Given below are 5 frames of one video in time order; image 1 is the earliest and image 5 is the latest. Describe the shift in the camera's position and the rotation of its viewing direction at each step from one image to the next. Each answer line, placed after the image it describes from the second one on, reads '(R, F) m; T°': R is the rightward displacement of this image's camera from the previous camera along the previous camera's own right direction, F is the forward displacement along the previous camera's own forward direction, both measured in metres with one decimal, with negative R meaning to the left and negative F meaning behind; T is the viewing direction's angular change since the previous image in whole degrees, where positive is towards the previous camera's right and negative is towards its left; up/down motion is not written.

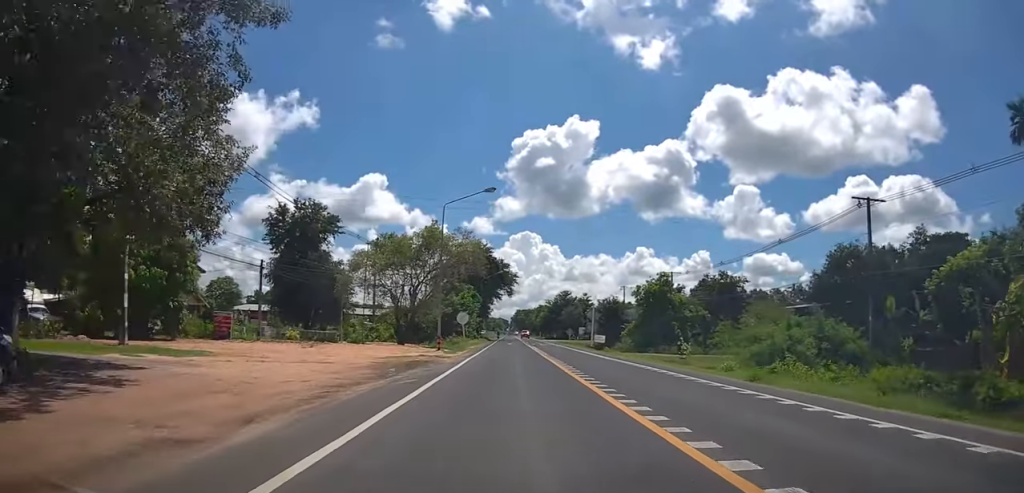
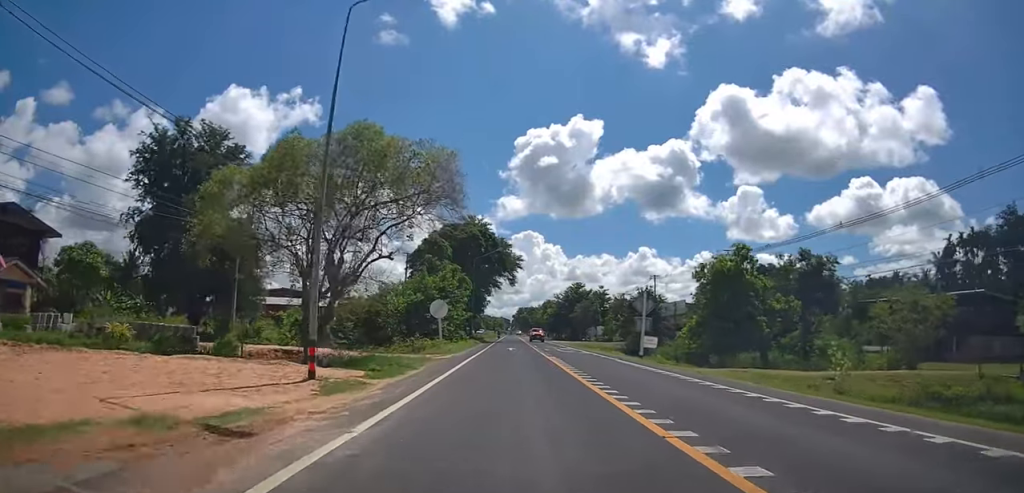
(-0.6, +21.1) m; -2°
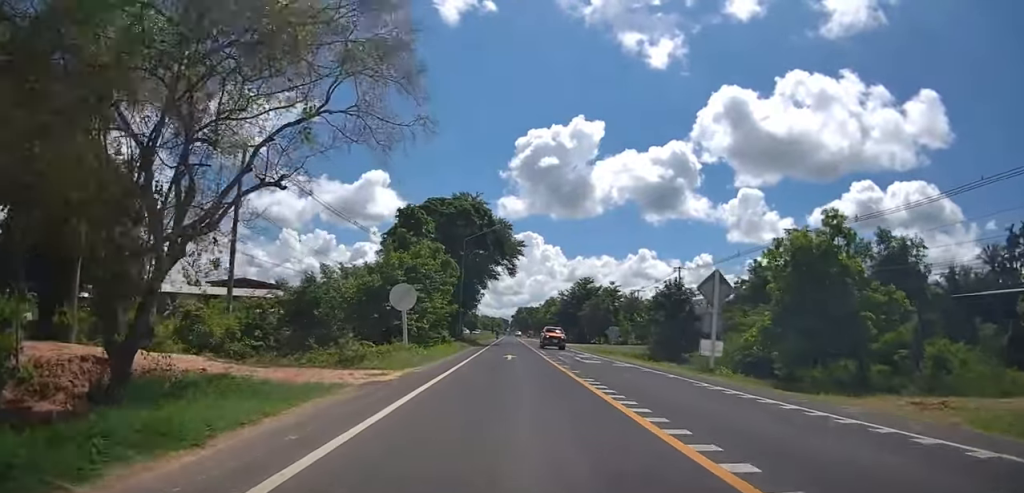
(-0.2, +12.7) m; +1°
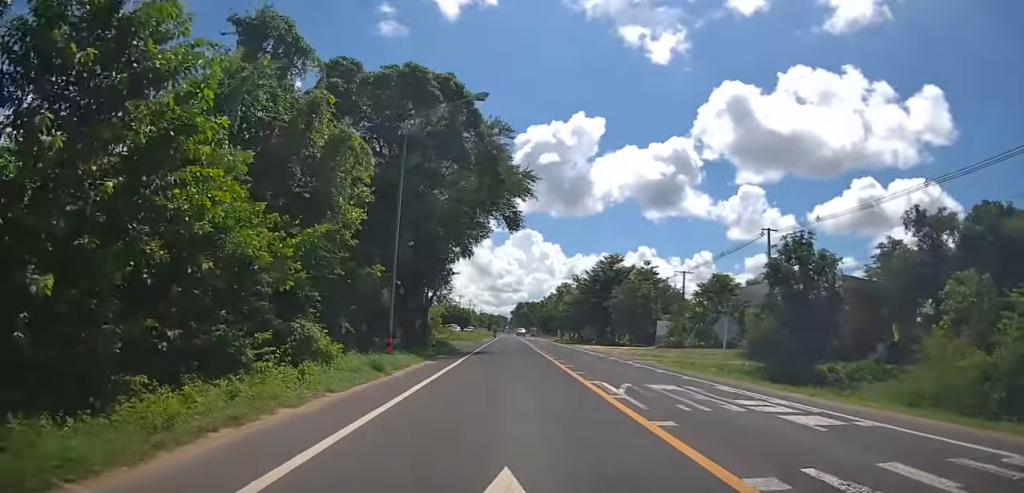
(+1.0, +25.8) m; 0°
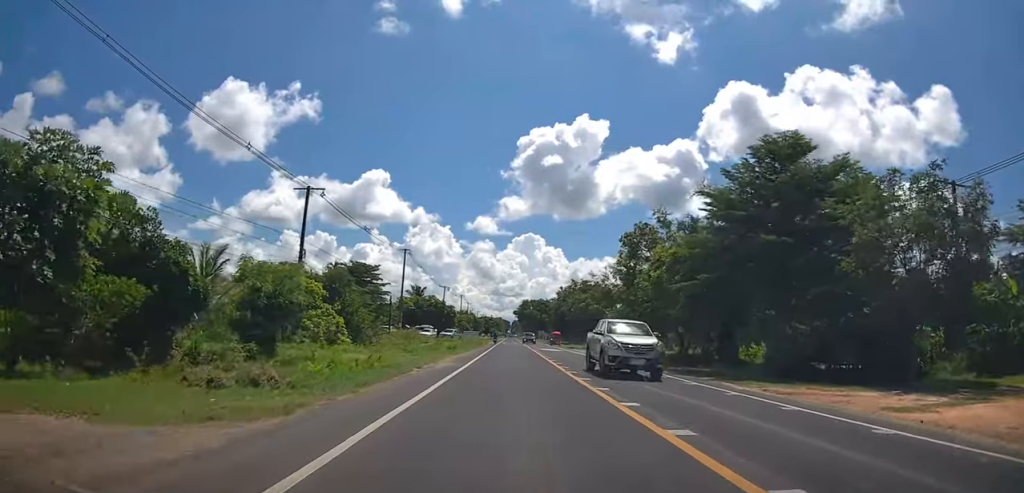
(-0.8, +45.5) m; -1°
